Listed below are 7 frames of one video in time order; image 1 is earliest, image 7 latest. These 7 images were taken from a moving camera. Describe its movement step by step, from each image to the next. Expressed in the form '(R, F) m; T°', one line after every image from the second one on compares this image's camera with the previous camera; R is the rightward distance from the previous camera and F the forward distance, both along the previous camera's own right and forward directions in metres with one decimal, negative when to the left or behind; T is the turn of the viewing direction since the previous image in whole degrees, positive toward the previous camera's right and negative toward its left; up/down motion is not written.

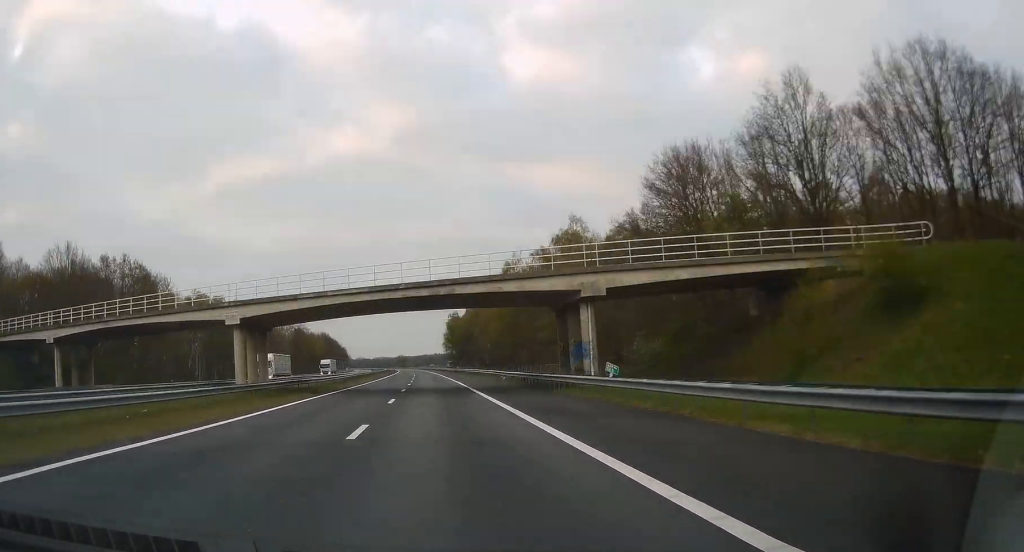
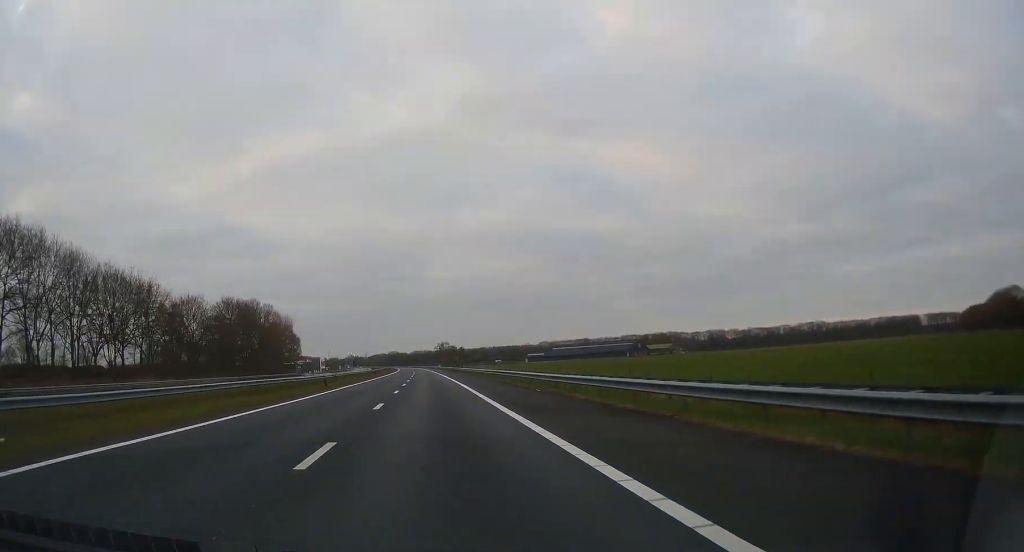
(-10.8, +319.7) m; -4°
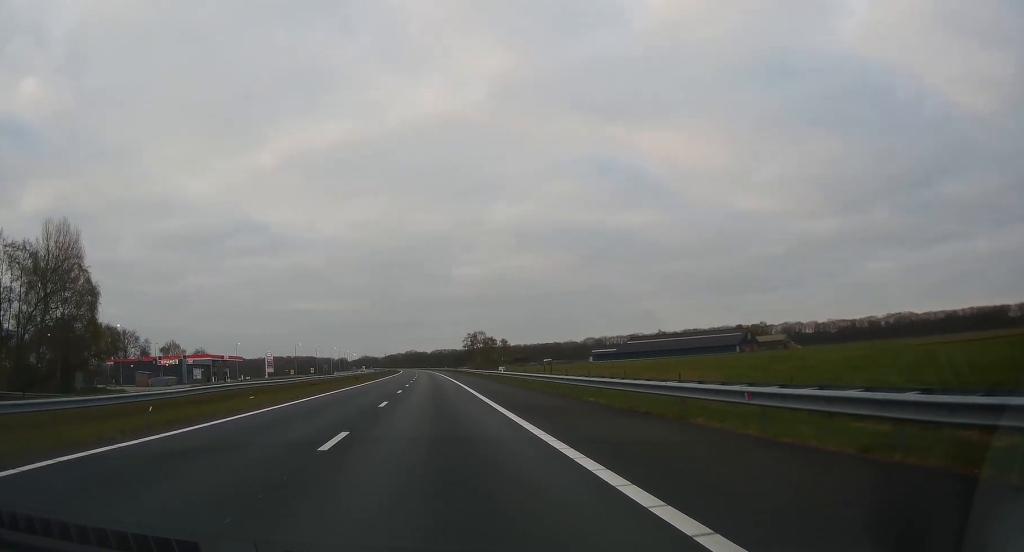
(-1.8, +131.2) m; -2°
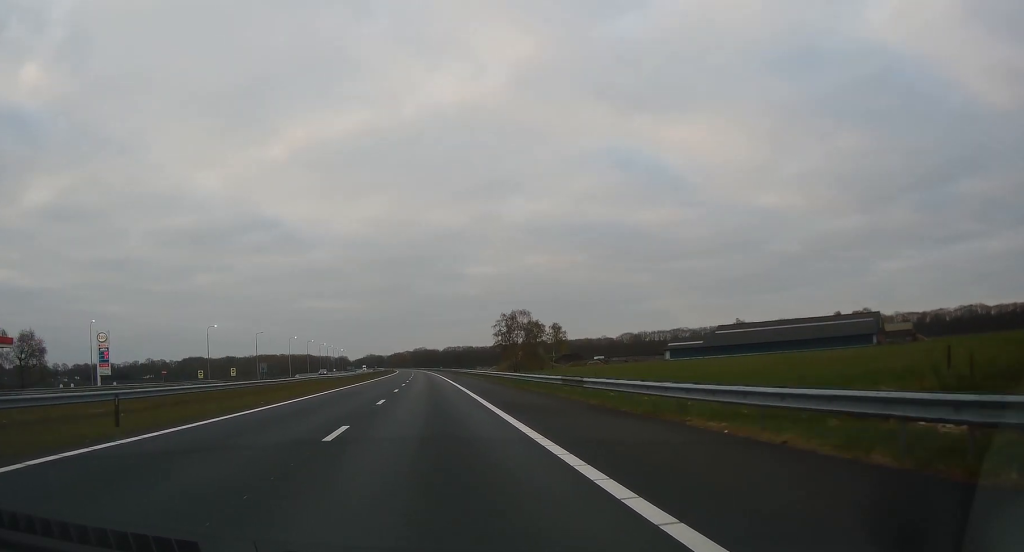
(-1.0, +90.8) m; -1°
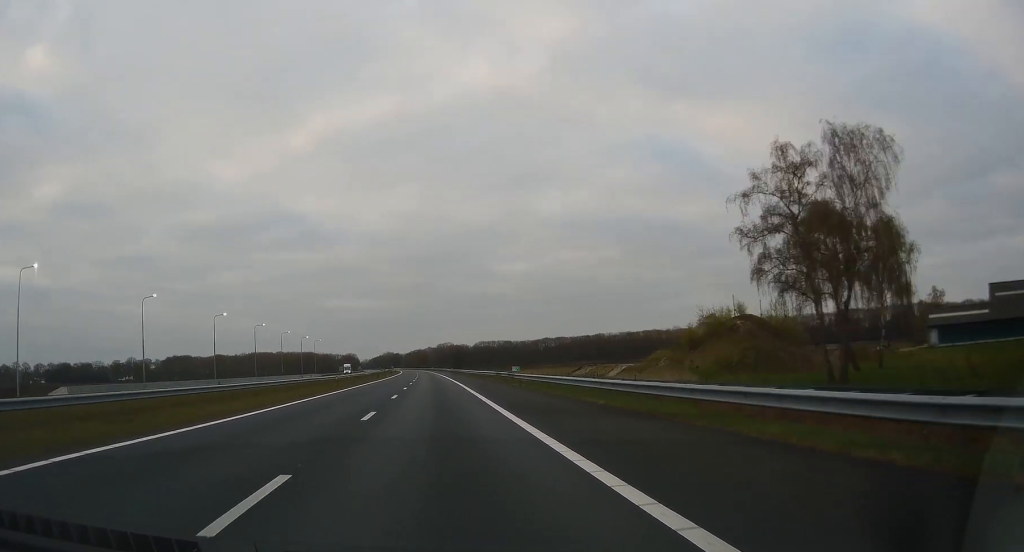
(-2.0, +124.2) m; -2°
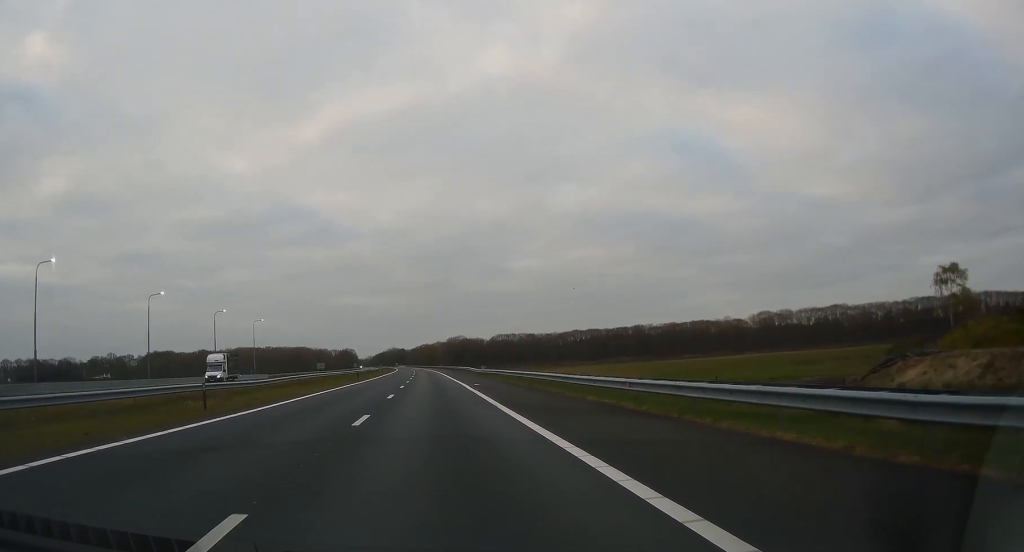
(+0.1, +83.8) m; -1°
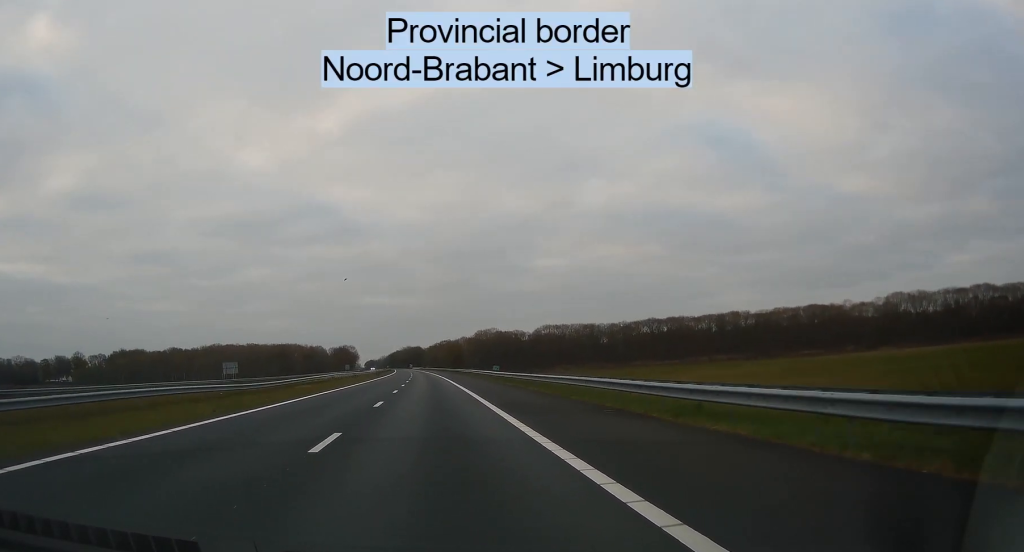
(-2.4, +114.4) m; -2°
